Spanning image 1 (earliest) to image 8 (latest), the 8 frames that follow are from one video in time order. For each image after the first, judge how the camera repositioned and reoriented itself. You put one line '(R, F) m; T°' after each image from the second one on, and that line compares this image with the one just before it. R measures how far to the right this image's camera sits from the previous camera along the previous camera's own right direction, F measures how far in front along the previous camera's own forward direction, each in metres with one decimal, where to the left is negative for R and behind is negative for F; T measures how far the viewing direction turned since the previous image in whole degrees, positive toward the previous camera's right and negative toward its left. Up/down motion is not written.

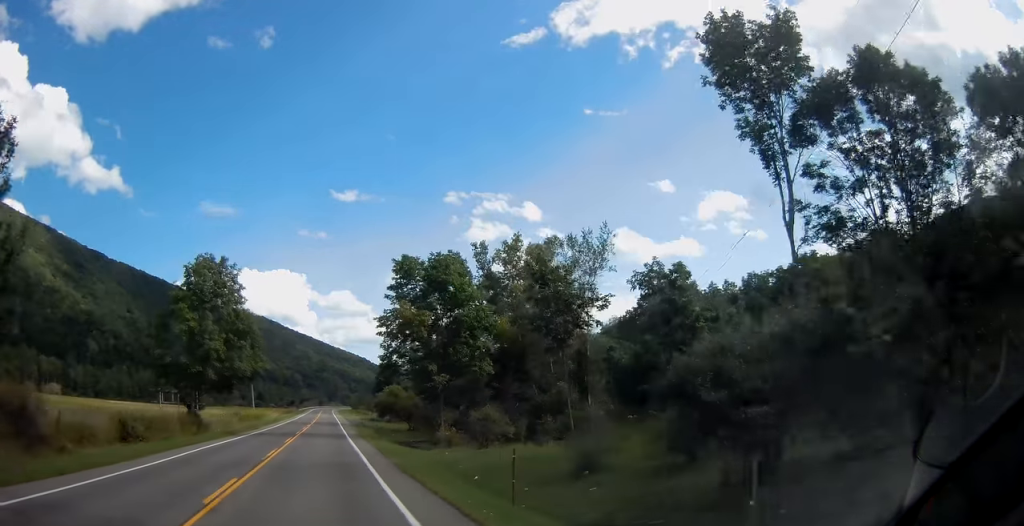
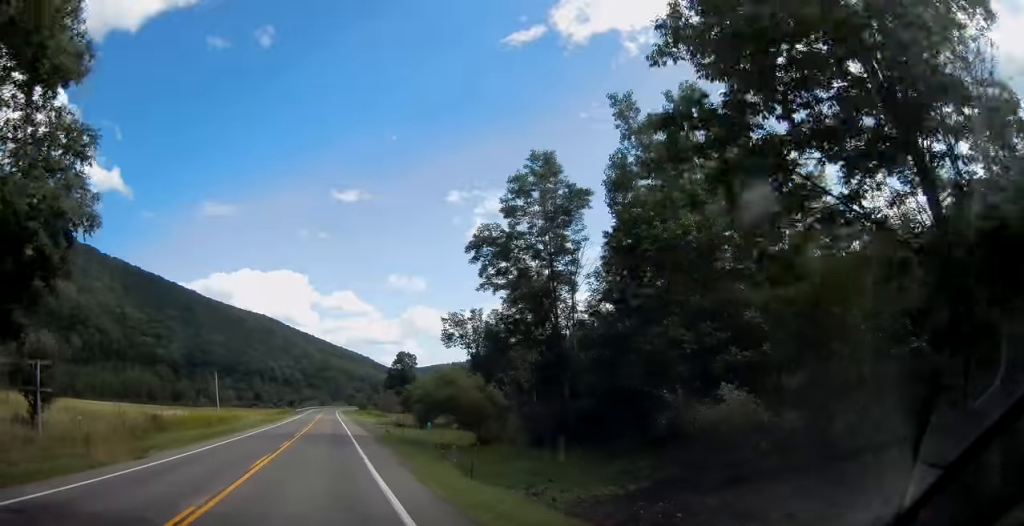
(+0.3, +35.9) m; +1°
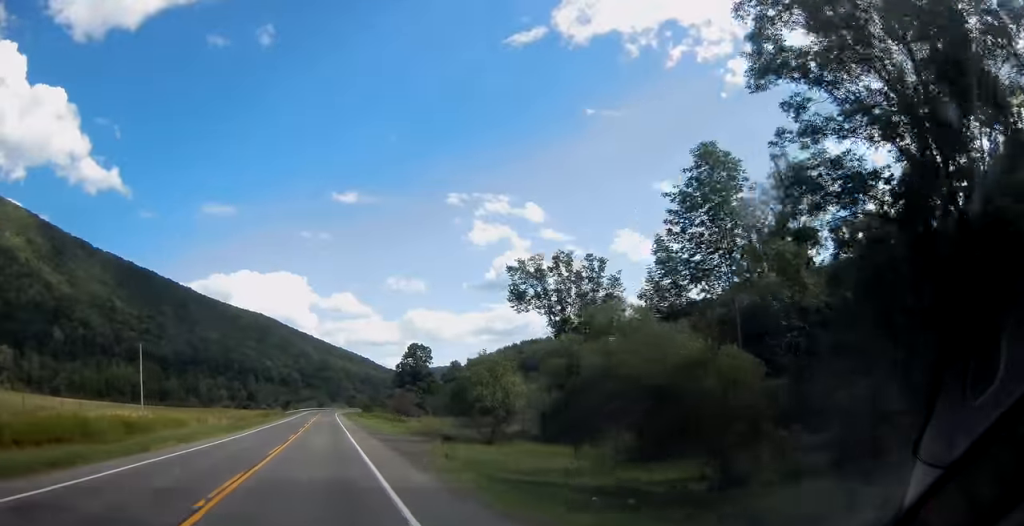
(0.0, +29.1) m; 0°
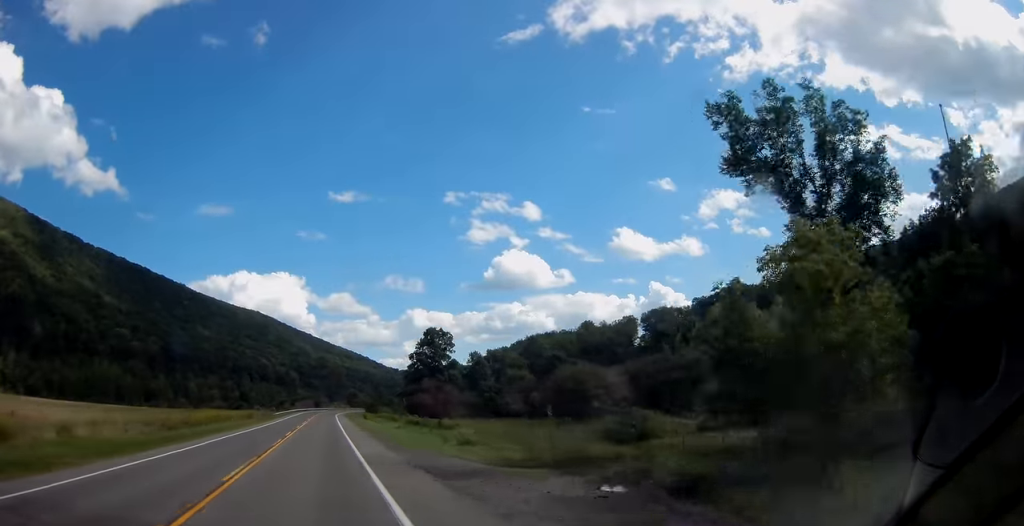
(-0.1, +29.0) m; 0°
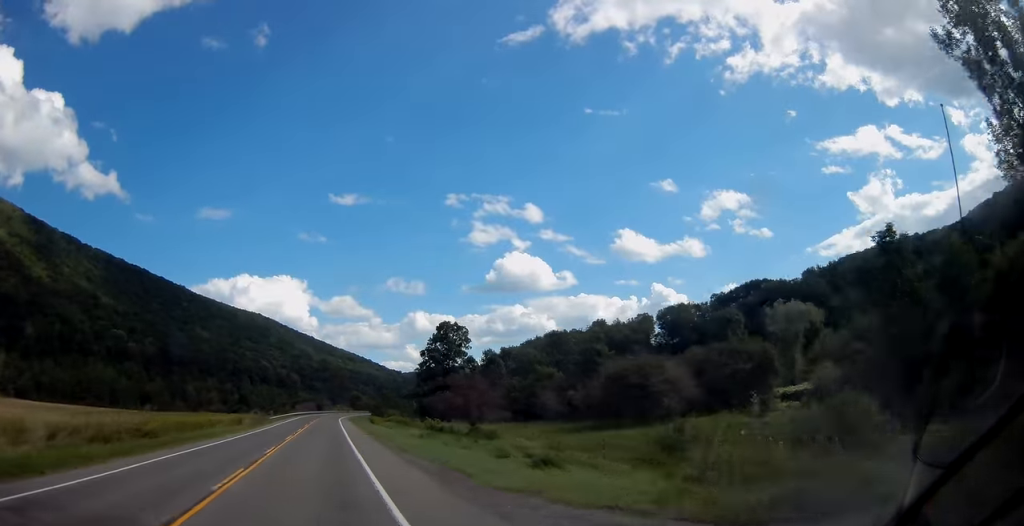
(0.0, +12.8) m; 0°
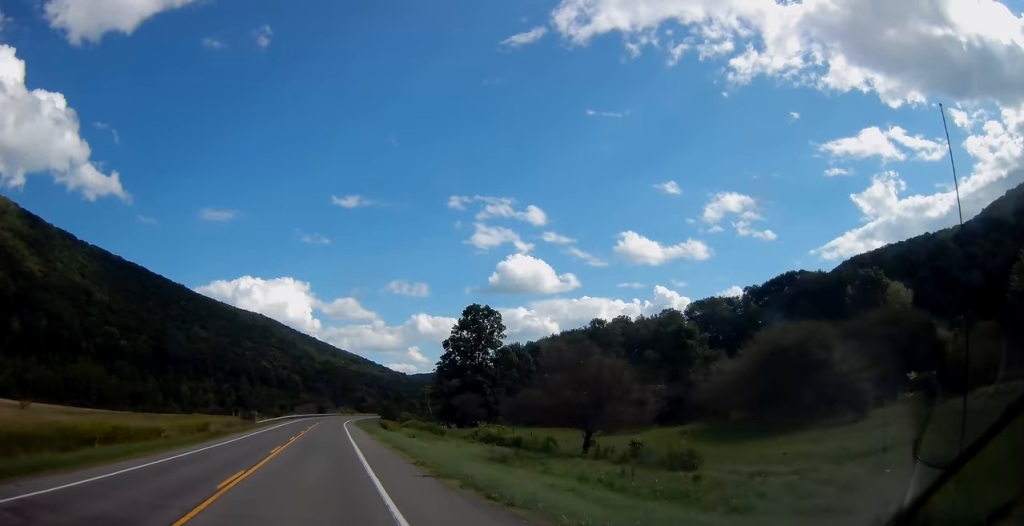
(0.0, +21.4) m; 0°
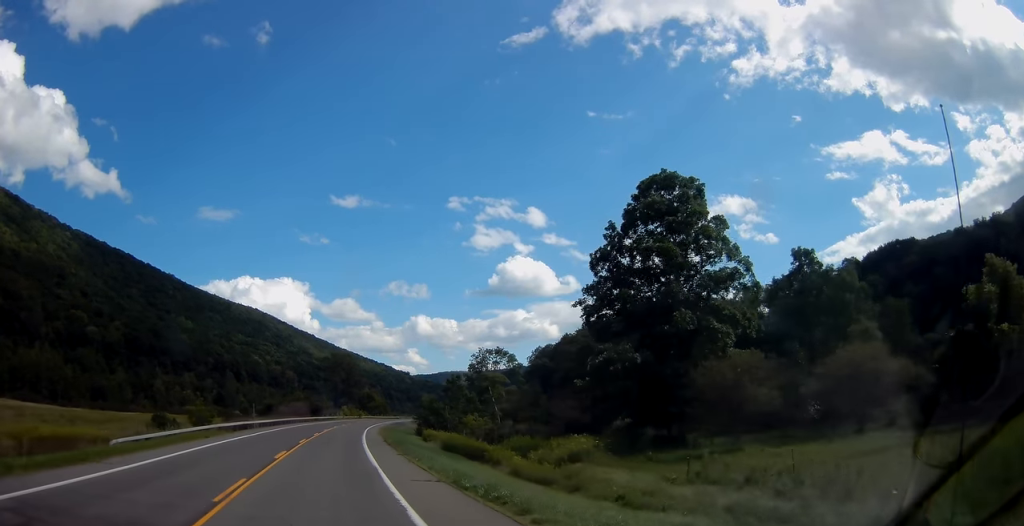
(-0.3, +56.8) m; 0°
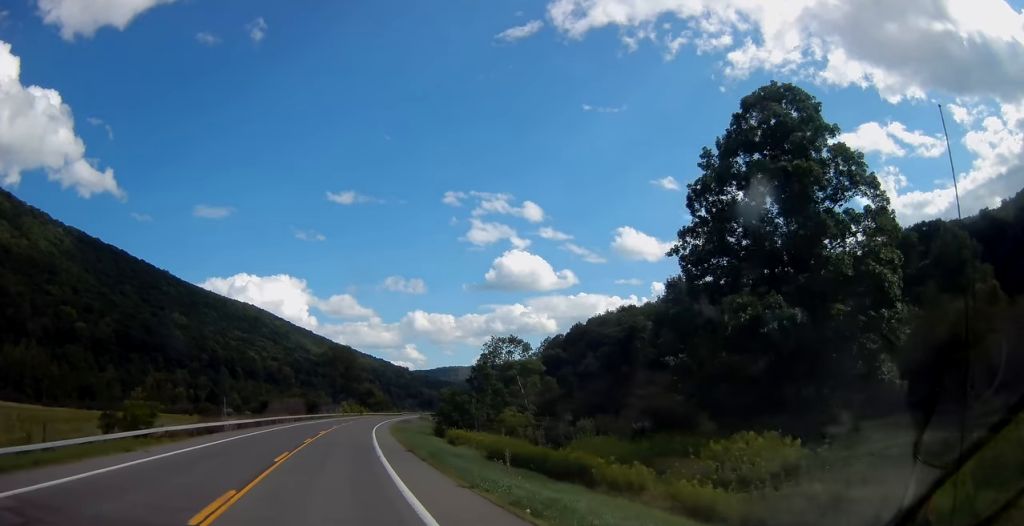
(-0.2, +13.4) m; 0°
